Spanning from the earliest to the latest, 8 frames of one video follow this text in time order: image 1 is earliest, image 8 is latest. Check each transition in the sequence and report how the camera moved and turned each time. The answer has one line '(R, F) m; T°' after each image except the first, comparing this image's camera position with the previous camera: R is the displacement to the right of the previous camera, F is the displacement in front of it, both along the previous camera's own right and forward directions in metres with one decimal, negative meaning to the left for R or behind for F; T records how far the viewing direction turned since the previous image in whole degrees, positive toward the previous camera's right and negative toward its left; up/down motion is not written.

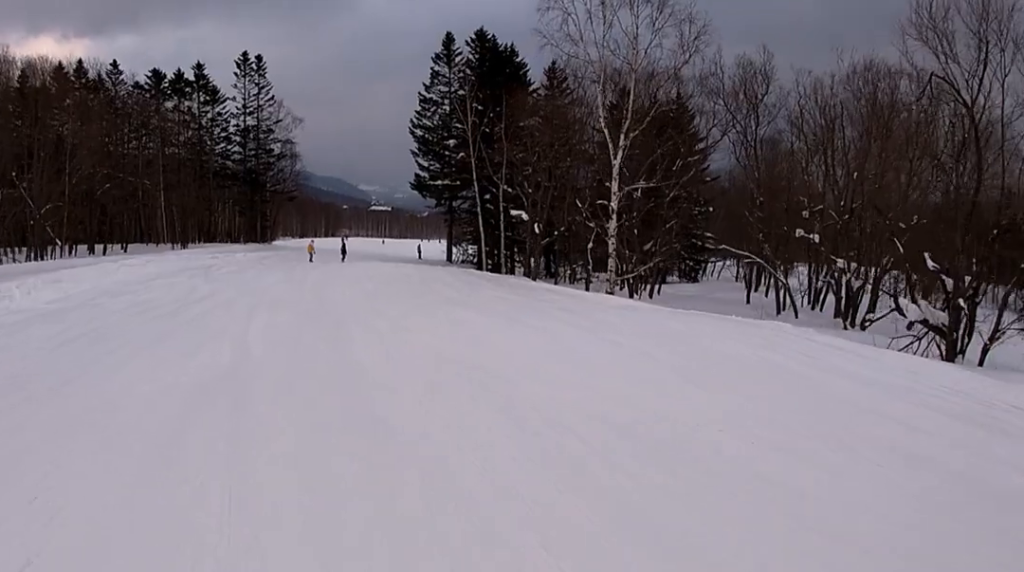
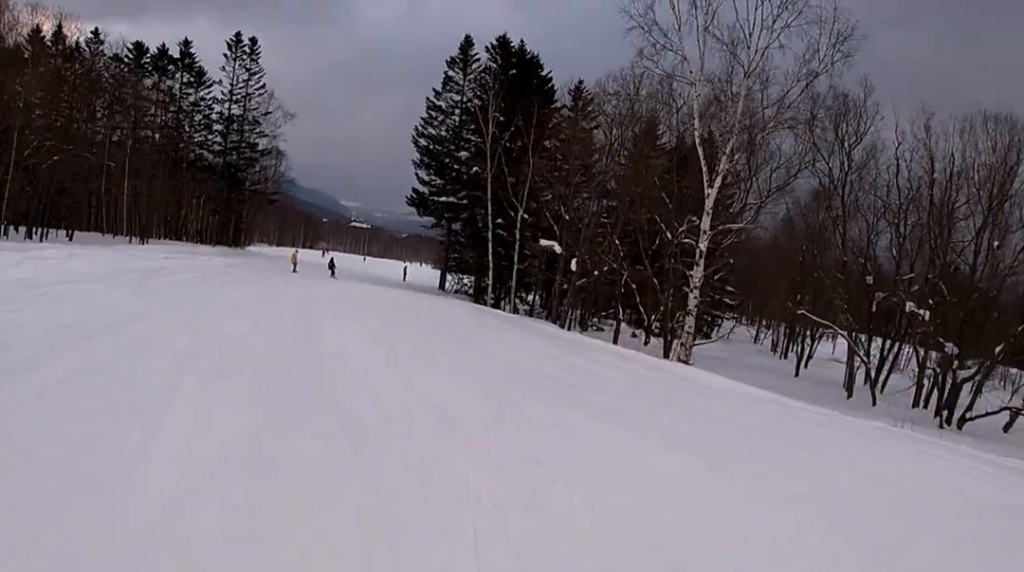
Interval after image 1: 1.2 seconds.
(+0.4, +7.3) m; +10°
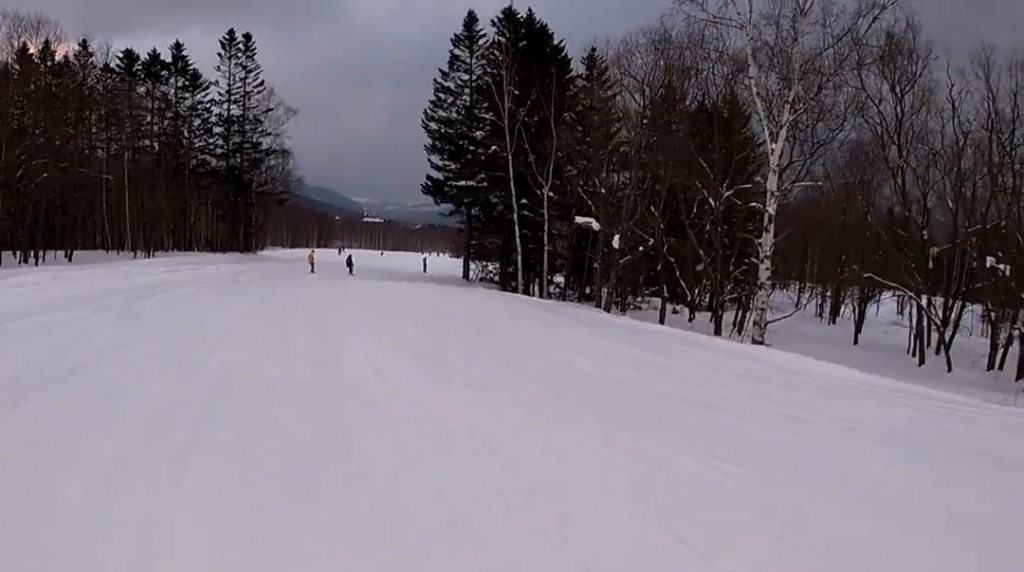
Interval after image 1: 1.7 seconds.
(+0.4, +2.7) m; 0°
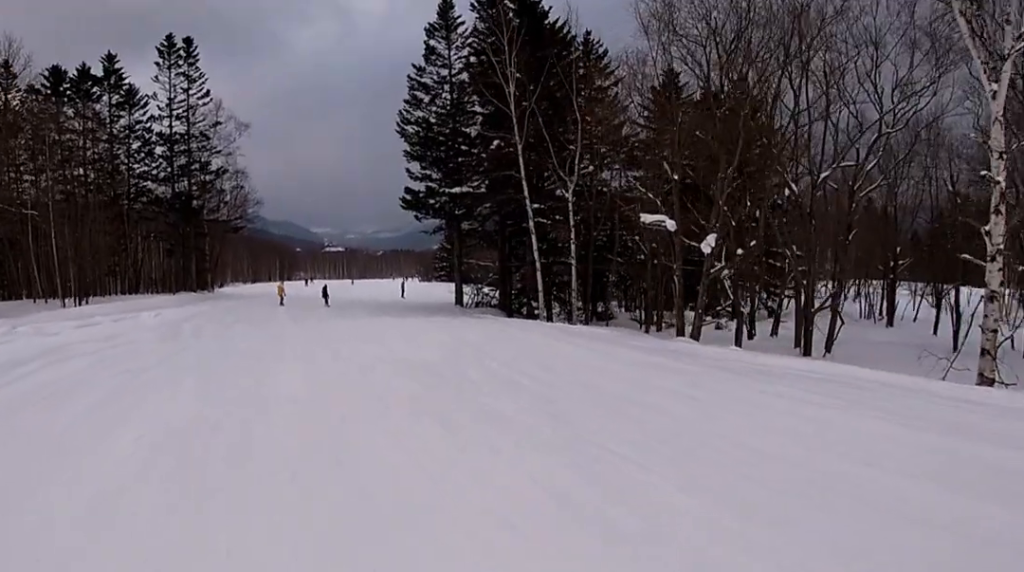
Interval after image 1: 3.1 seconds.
(-0.5, +8.0) m; -10°
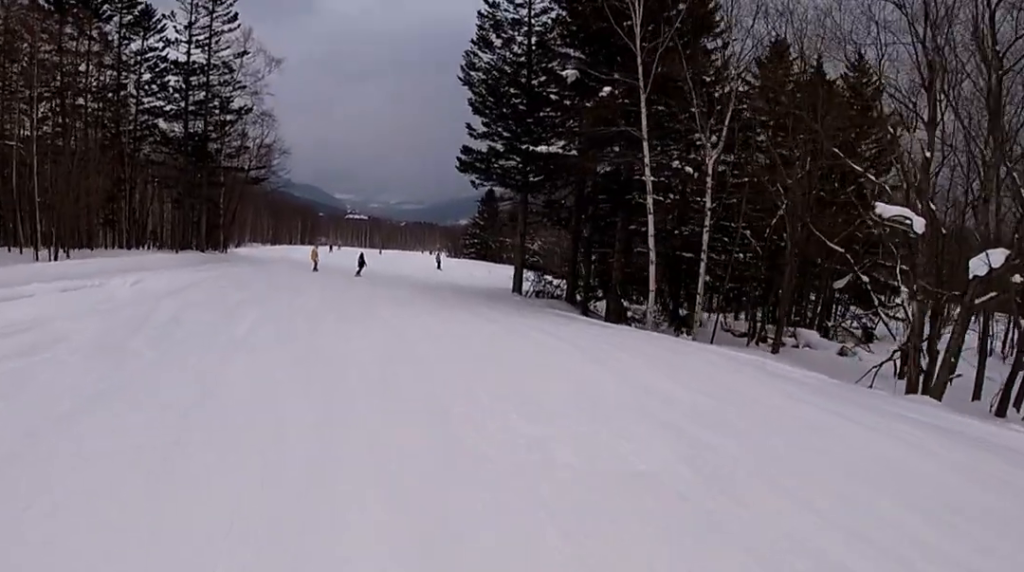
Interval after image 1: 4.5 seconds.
(-0.2, +7.9) m; -1°
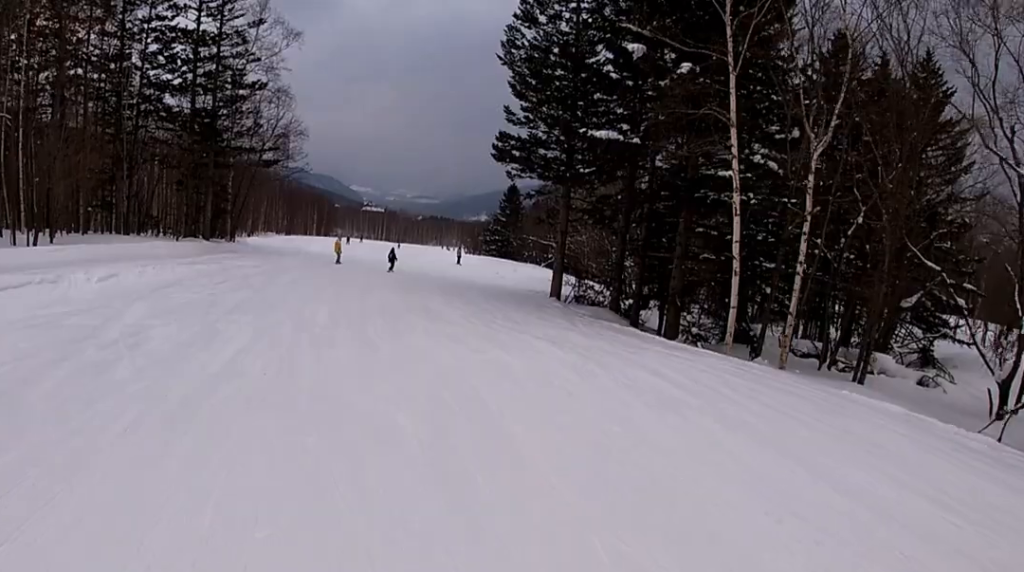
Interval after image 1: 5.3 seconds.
(0.0, +4.2) m; 0°
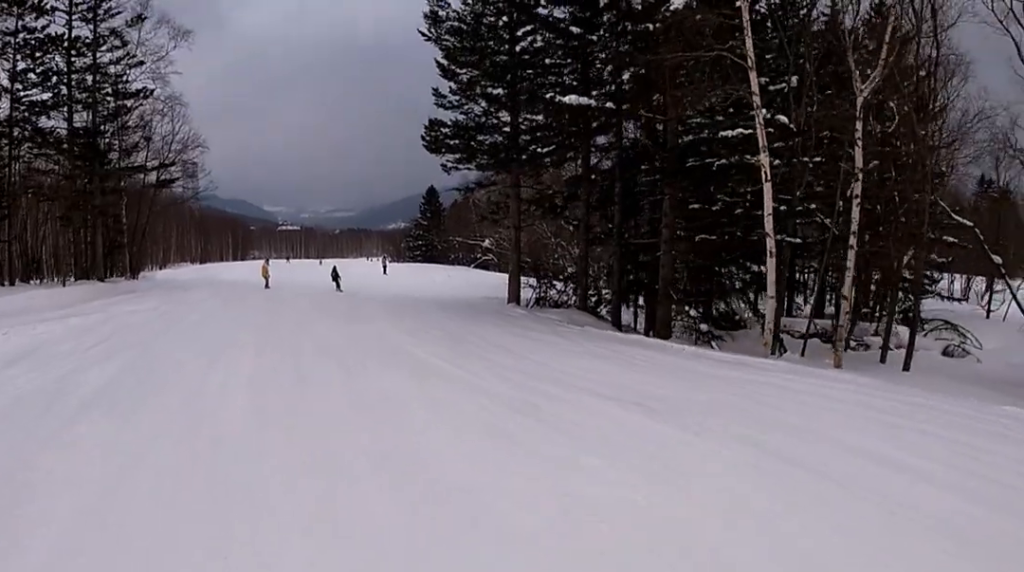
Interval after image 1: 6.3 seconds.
(0.0, +5.4) m; +1°
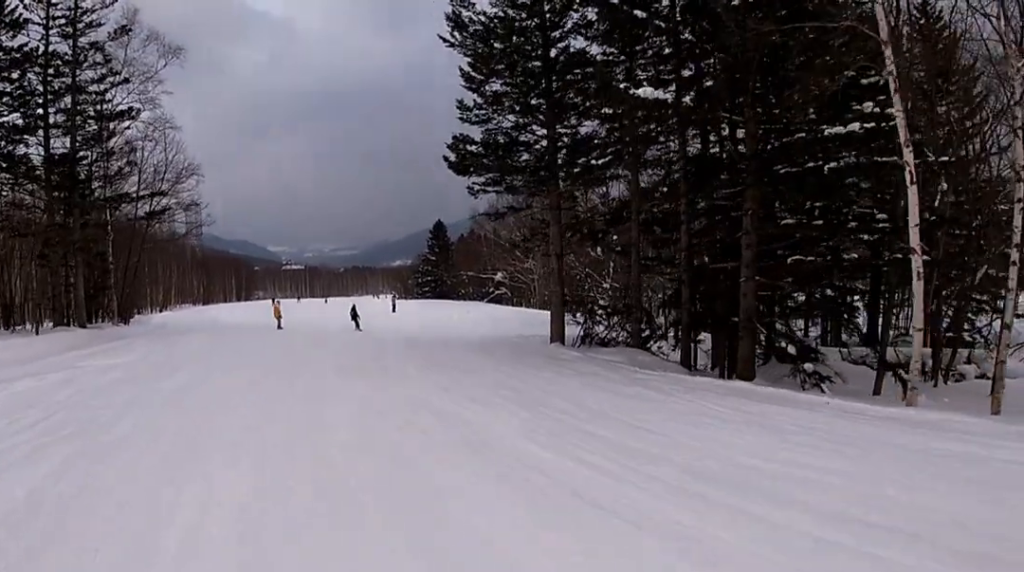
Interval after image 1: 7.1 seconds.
(-0.1, +4.3) m; +6°
